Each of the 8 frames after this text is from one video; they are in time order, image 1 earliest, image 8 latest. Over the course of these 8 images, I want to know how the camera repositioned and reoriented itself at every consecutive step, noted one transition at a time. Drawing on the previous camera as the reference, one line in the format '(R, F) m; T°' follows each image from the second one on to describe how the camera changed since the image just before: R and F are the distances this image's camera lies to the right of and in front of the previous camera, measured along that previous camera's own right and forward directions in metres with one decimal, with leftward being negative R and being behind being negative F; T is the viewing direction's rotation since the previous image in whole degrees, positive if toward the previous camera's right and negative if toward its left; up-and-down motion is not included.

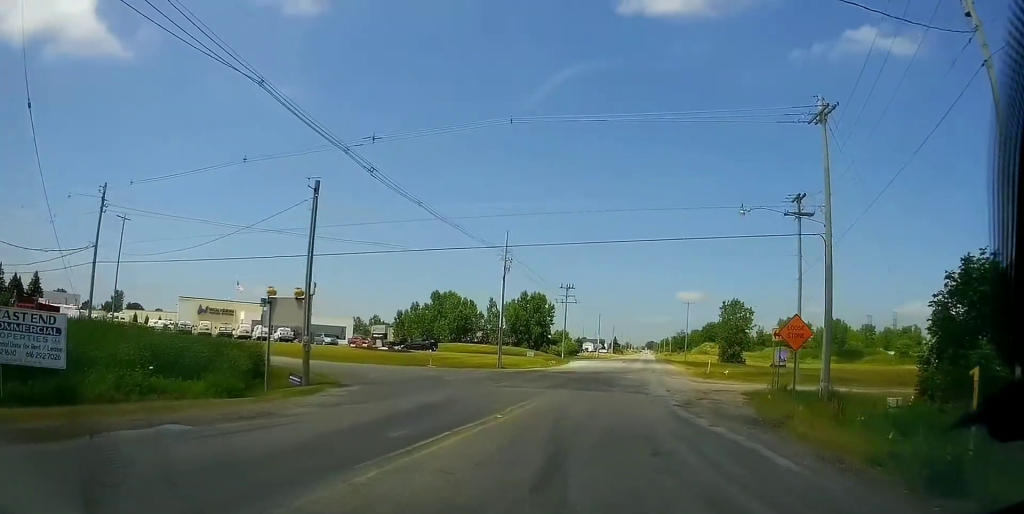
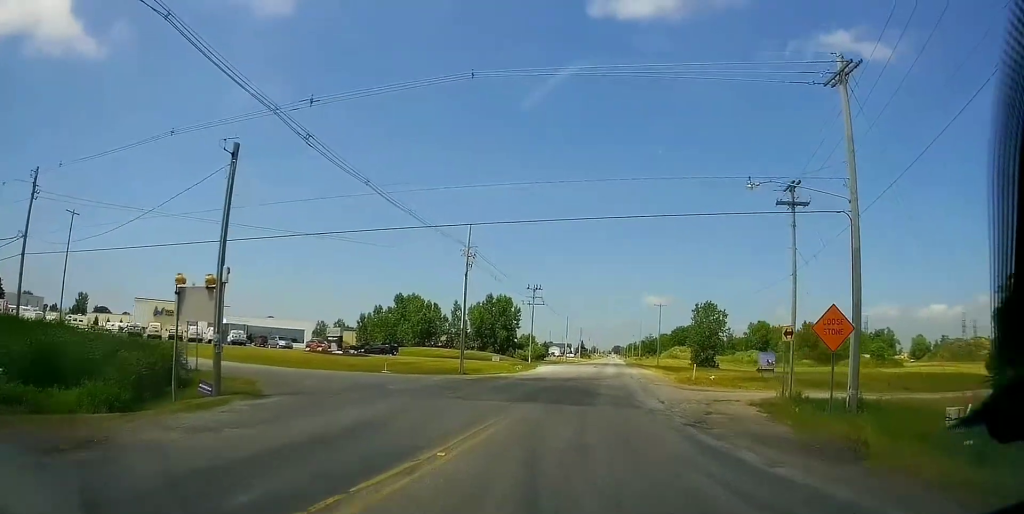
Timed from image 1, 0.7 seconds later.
(0.0, +4.4) m; -1°
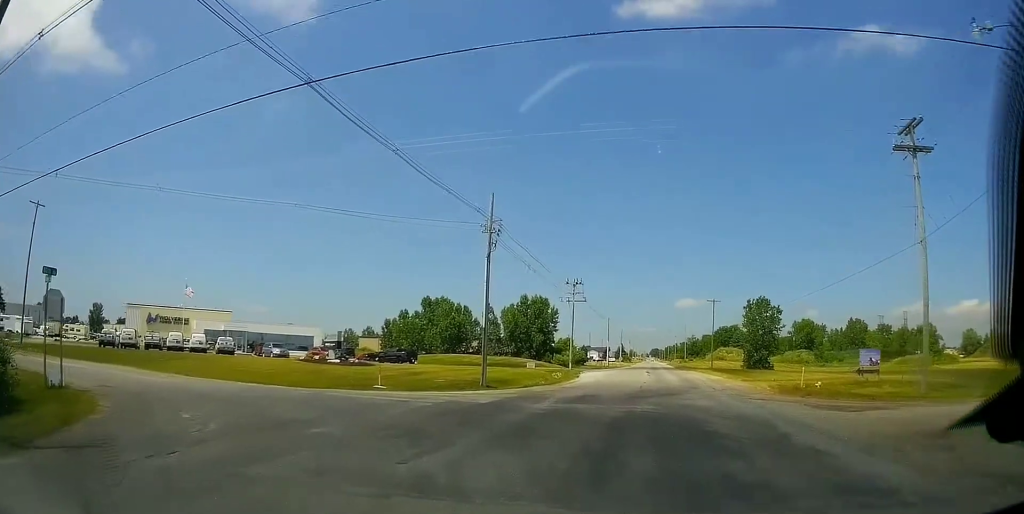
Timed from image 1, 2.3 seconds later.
(-0.6, +11.7) m; -4°
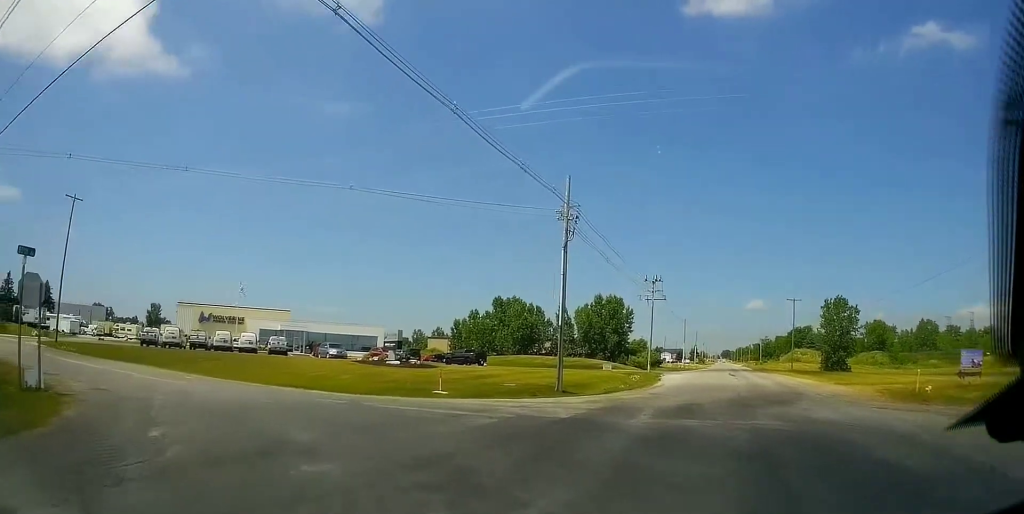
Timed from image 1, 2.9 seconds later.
(-0.1, +4.3) m; -5°
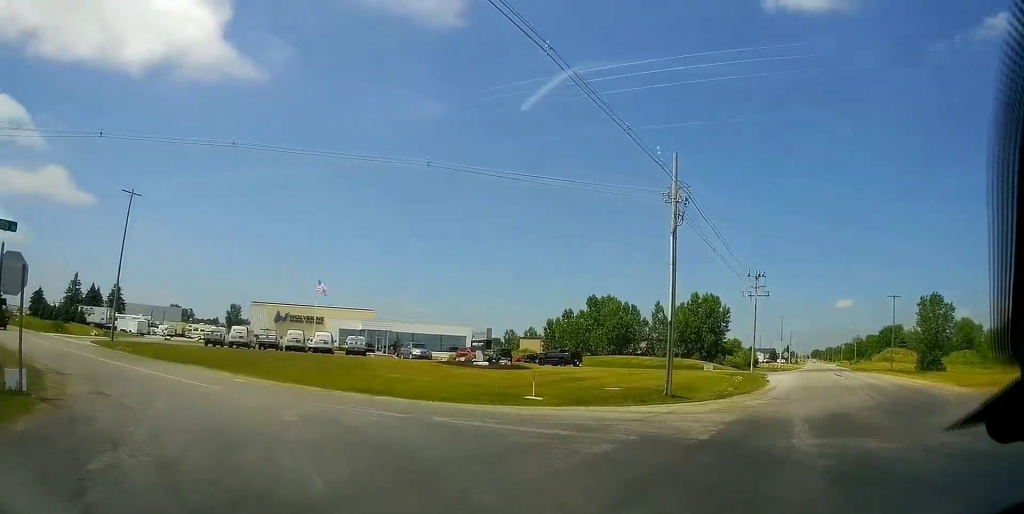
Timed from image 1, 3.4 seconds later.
(+0.1, +4.0) m; -5°
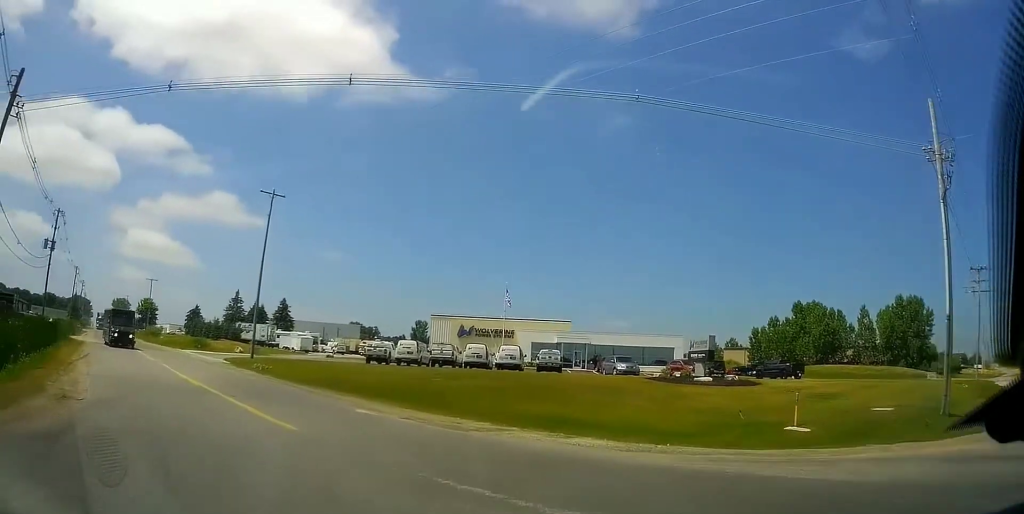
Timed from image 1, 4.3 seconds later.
(-0.8, +7.6) m; -15°
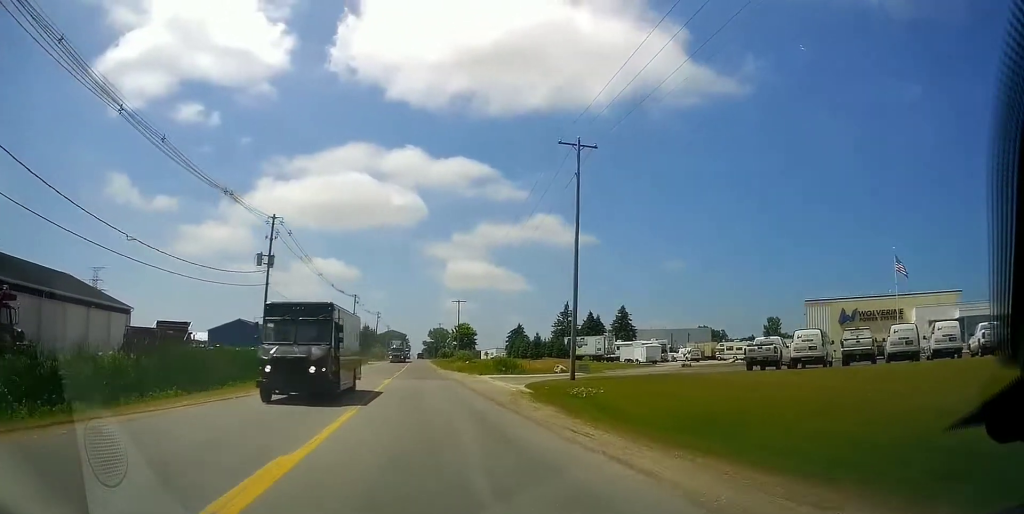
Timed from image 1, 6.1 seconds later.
(-4.9, +15.3) m; -30°
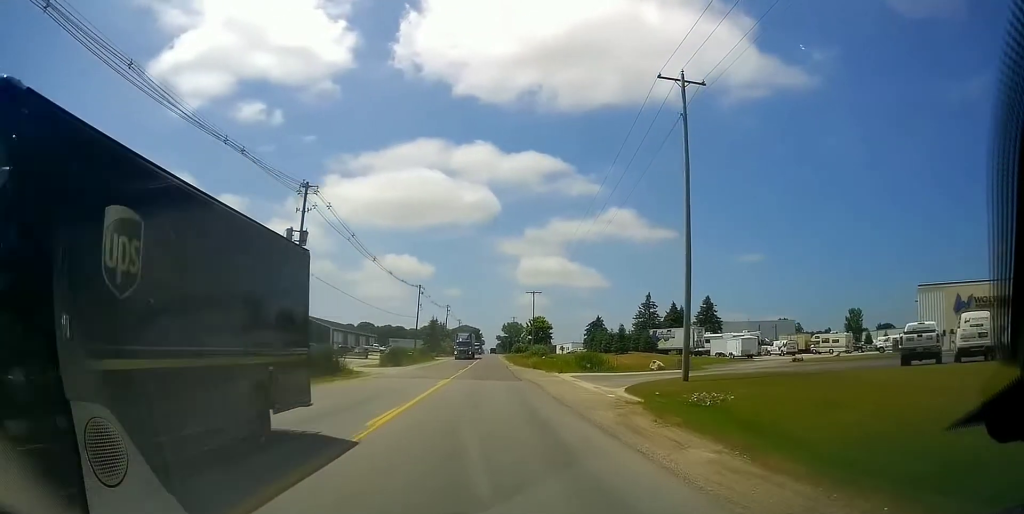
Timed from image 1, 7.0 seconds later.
(-0.7, +8.0) m; -10°
